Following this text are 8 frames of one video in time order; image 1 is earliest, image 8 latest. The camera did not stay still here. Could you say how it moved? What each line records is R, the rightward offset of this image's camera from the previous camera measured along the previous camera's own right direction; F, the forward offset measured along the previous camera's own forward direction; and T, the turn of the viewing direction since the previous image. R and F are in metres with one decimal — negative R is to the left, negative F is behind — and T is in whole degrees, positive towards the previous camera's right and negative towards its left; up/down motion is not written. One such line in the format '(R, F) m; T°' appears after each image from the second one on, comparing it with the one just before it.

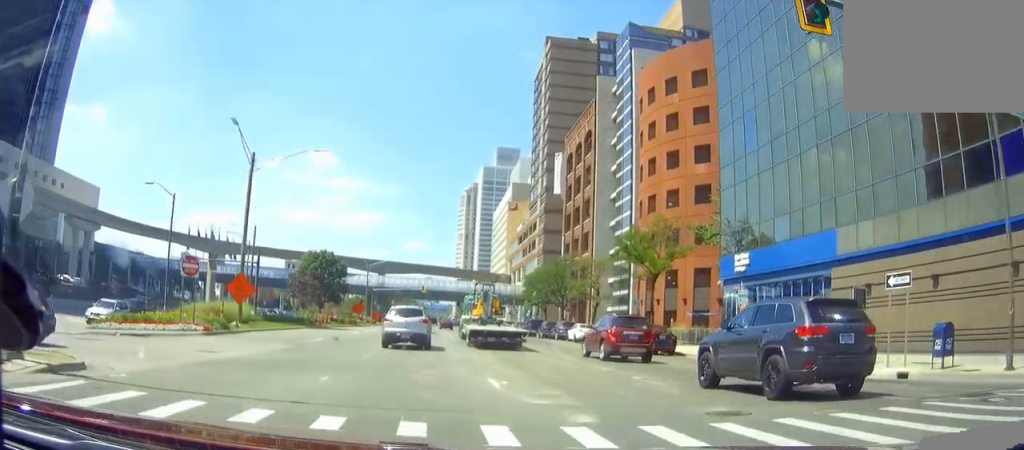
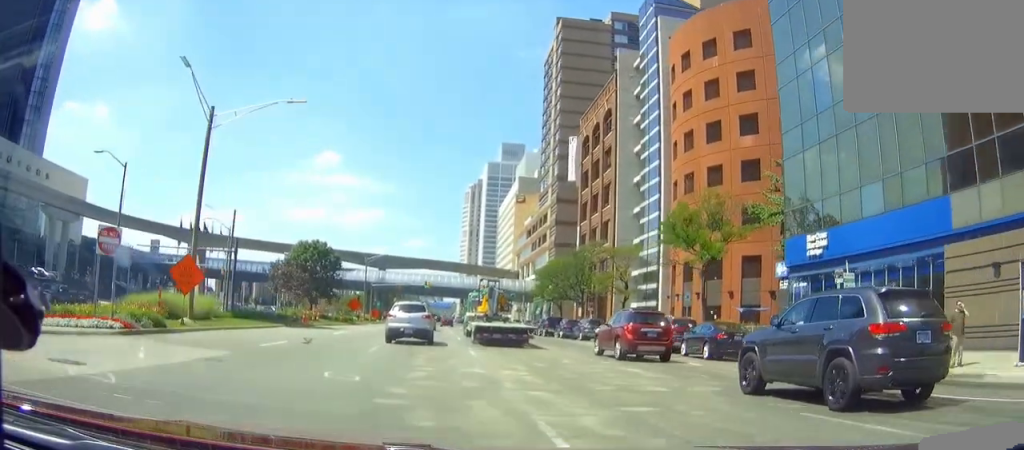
(-0.1, +8.4) m; -1°
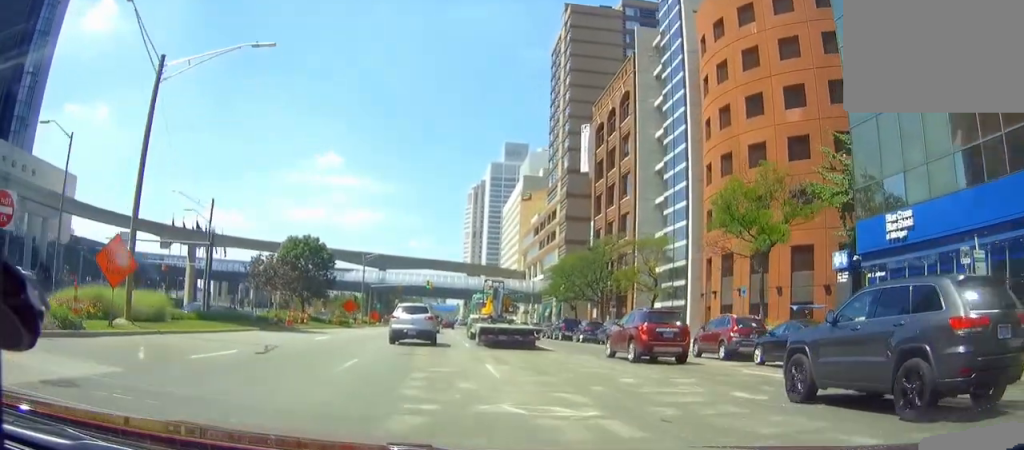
(0.0, +6.9) m; 0°
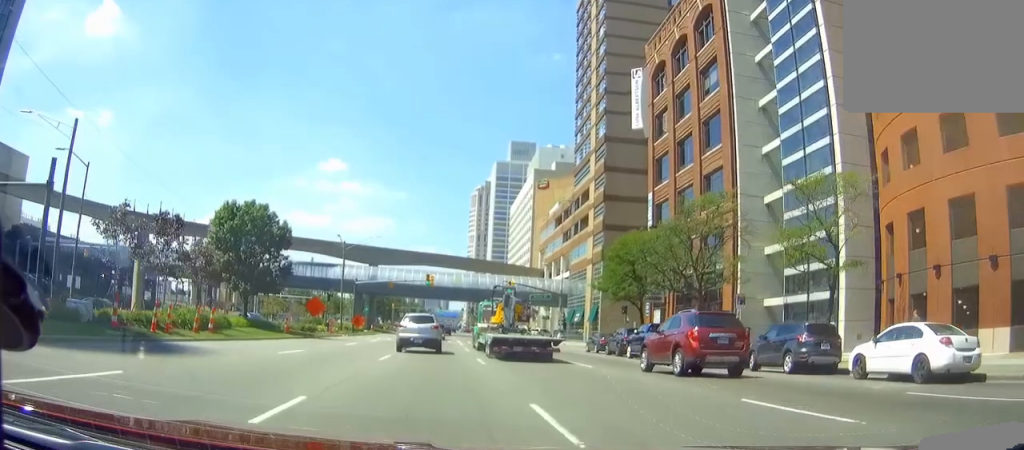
(0.0, +23.0) m; 0°
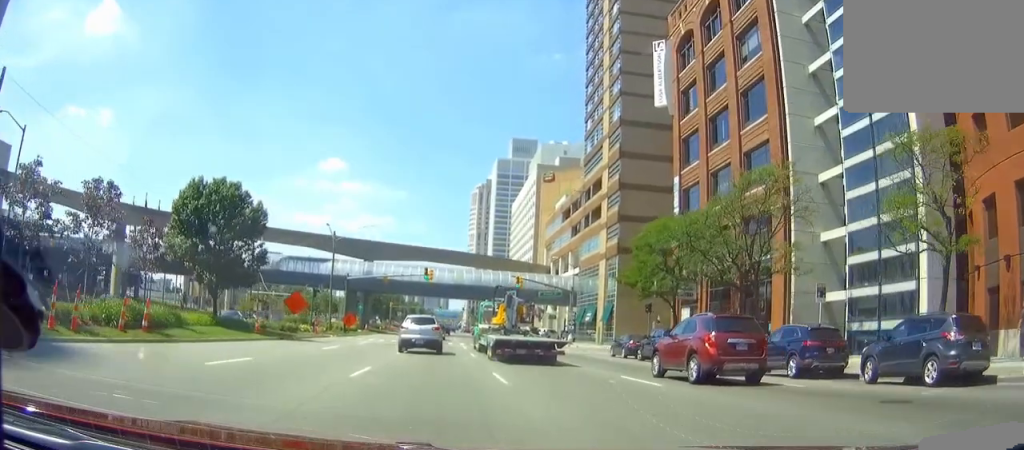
(0.0, +7.3) m; 0°
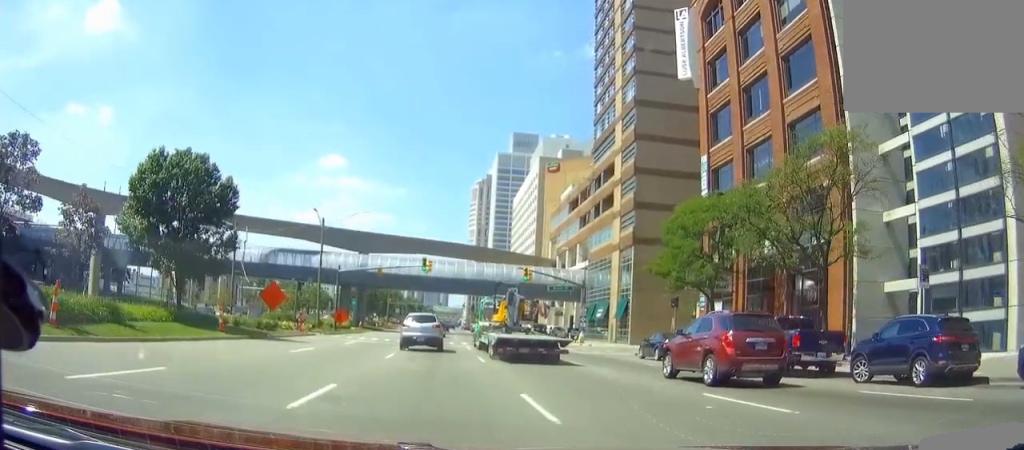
(0.0, +6.8) m; 0°
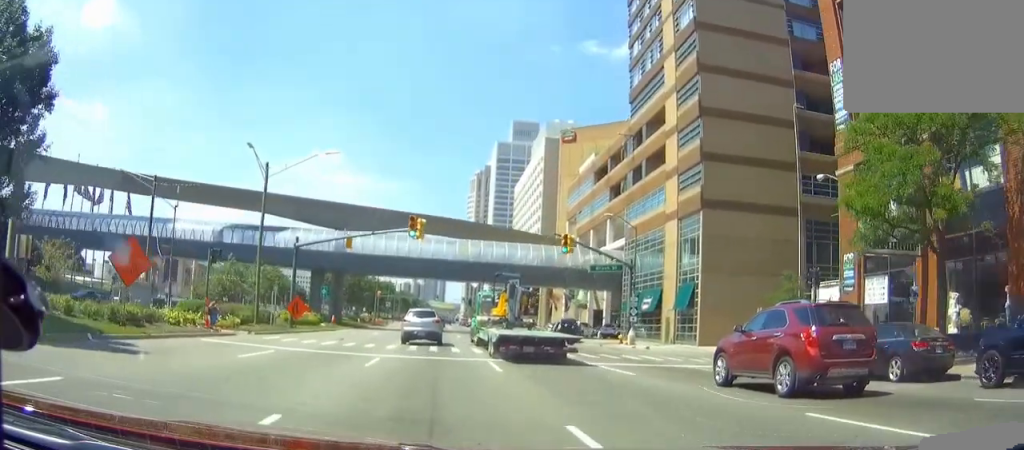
(0.0, +19.1) m; 0°
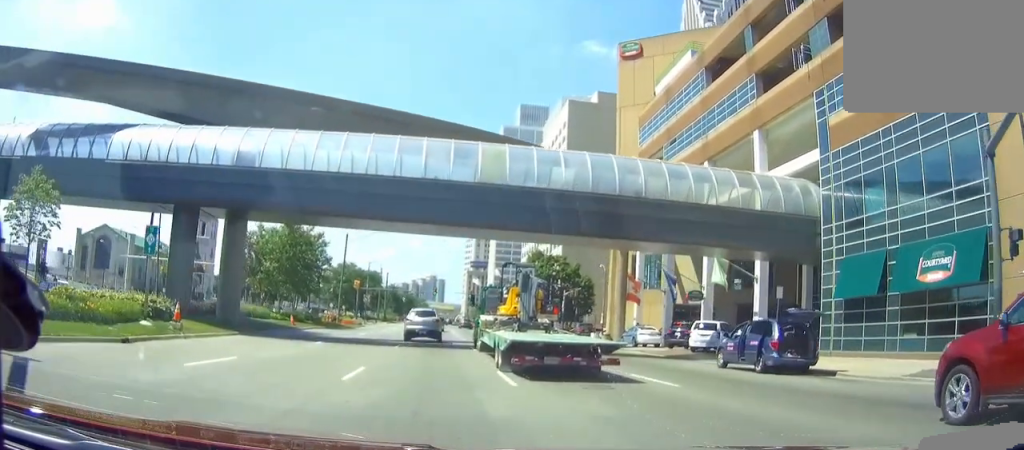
(-0.2, +38.0) m; -4°
